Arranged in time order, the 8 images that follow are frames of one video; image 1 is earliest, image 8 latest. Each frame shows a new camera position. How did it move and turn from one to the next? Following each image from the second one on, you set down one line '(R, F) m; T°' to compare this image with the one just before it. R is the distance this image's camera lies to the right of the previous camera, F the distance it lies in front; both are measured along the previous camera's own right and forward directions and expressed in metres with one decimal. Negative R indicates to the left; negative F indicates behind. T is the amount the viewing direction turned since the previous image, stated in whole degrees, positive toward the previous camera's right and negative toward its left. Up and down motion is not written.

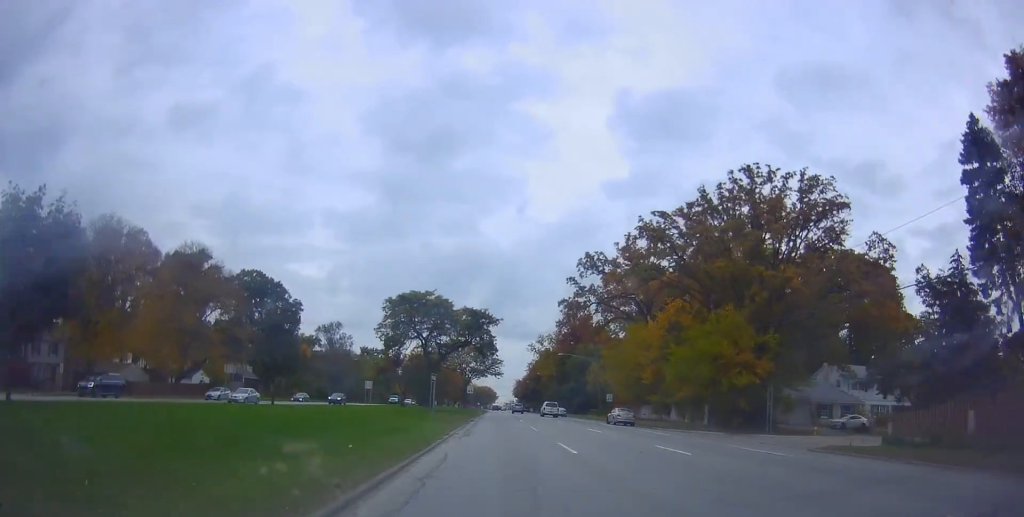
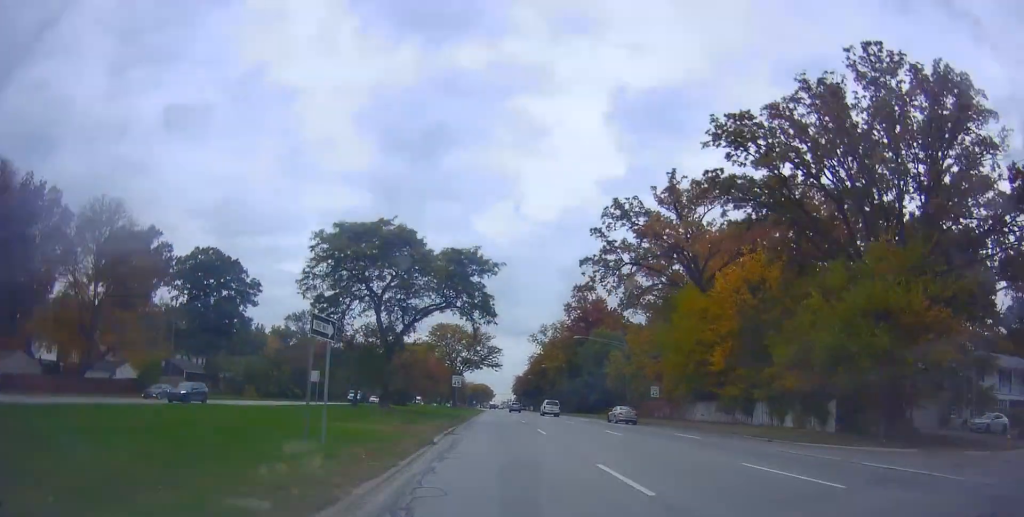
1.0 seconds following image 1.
(0.0, +21.8) m; -1°
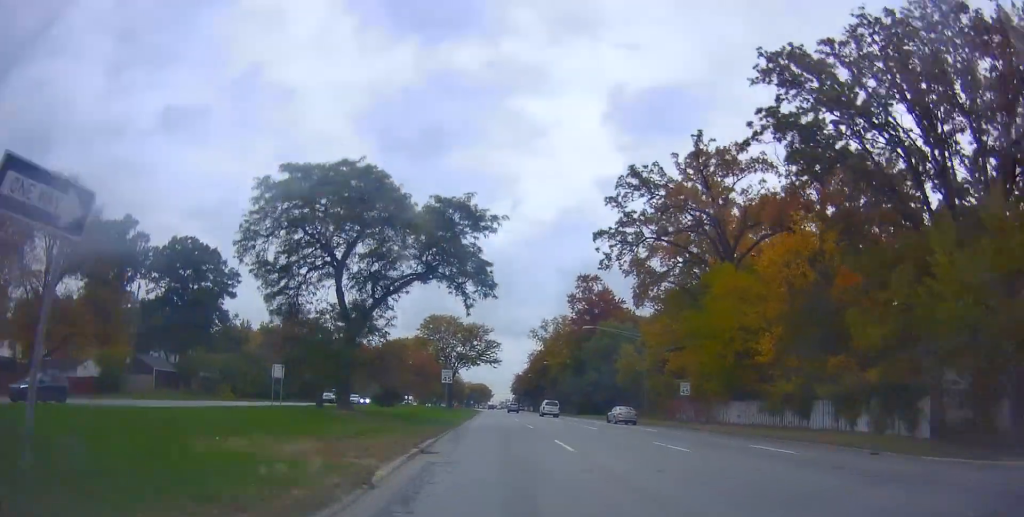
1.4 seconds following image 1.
(0.0, +8.7) m; -1°
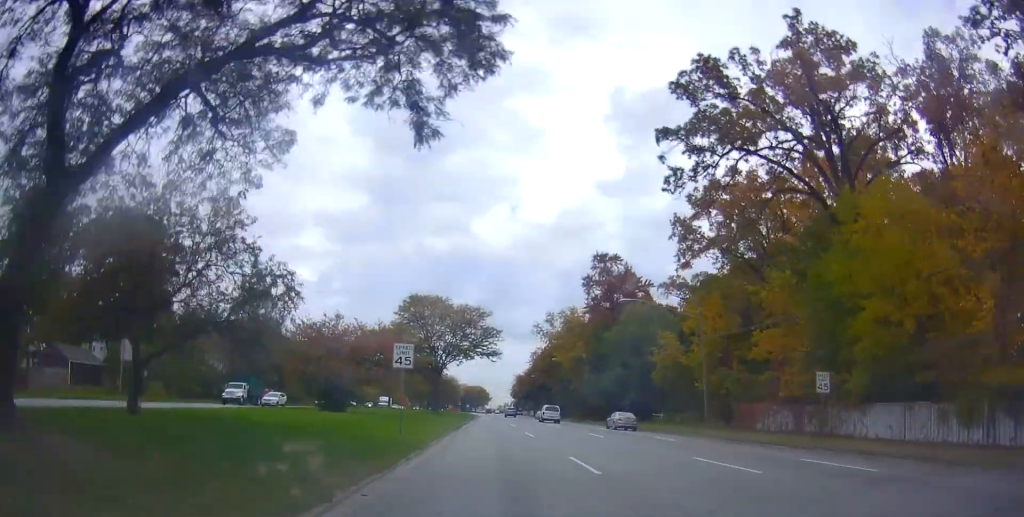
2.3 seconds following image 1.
(-0.7, +19.7) m; -1°
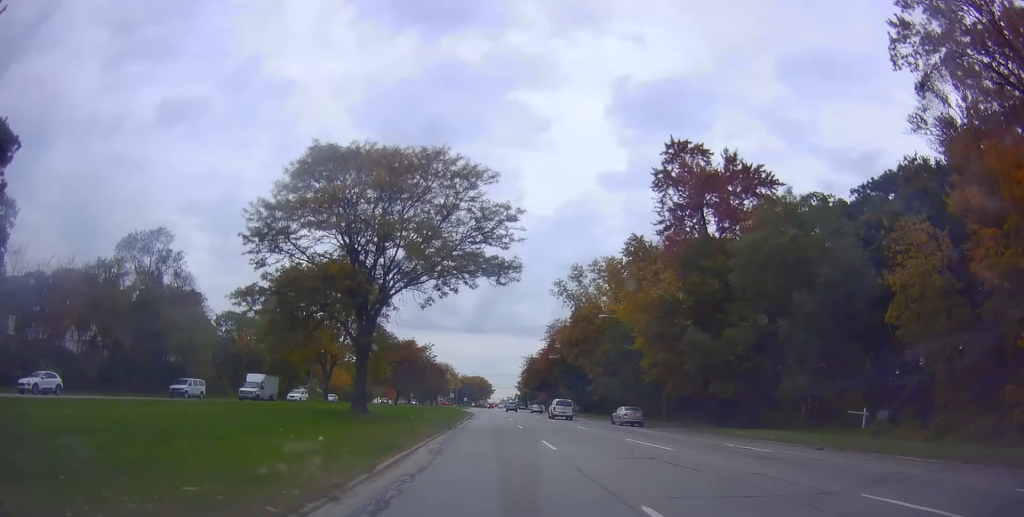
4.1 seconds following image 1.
(+1.4, +39.5) m; +1°
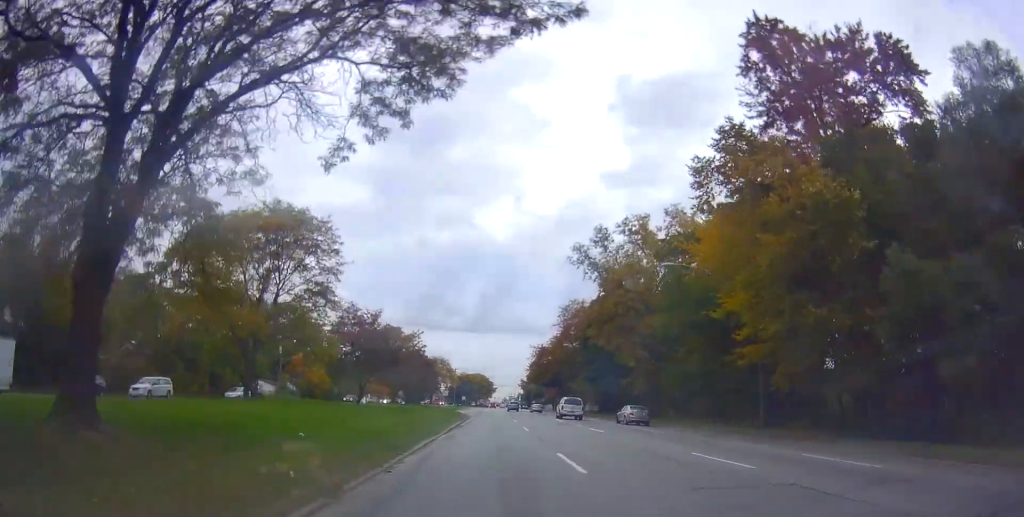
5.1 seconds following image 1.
(-0.6, +20.6) m; -2°
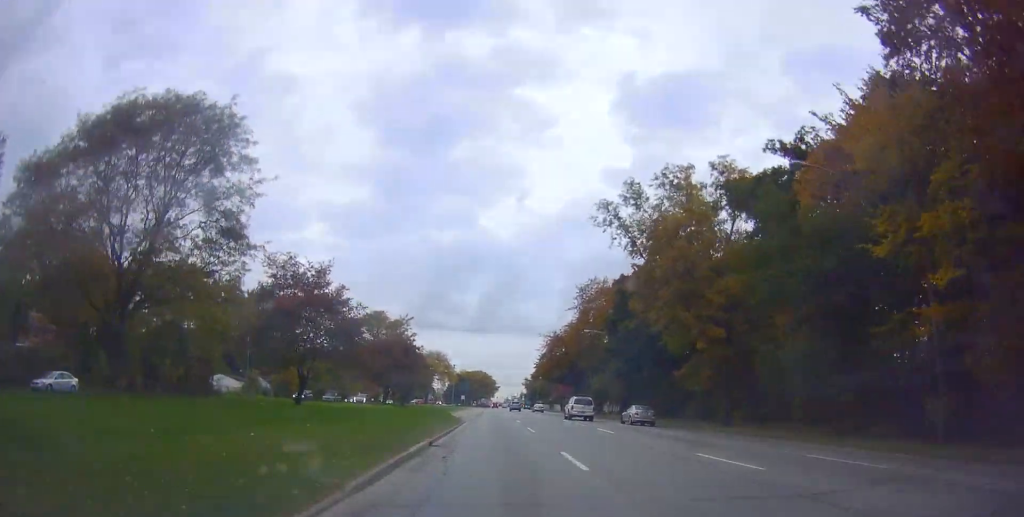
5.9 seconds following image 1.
(-0.1, +16.3) m; +1°
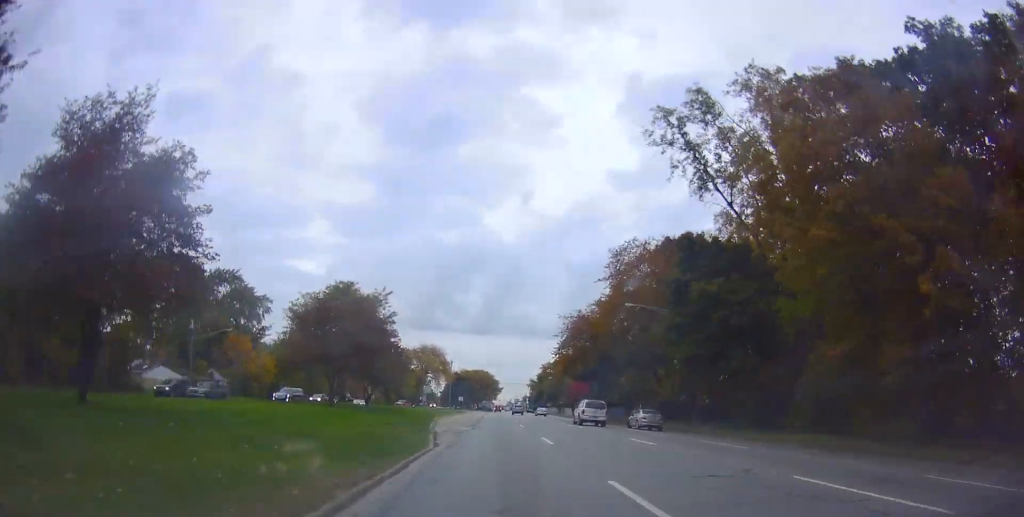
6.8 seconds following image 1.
(+0.4, +19.9) m; +2°
